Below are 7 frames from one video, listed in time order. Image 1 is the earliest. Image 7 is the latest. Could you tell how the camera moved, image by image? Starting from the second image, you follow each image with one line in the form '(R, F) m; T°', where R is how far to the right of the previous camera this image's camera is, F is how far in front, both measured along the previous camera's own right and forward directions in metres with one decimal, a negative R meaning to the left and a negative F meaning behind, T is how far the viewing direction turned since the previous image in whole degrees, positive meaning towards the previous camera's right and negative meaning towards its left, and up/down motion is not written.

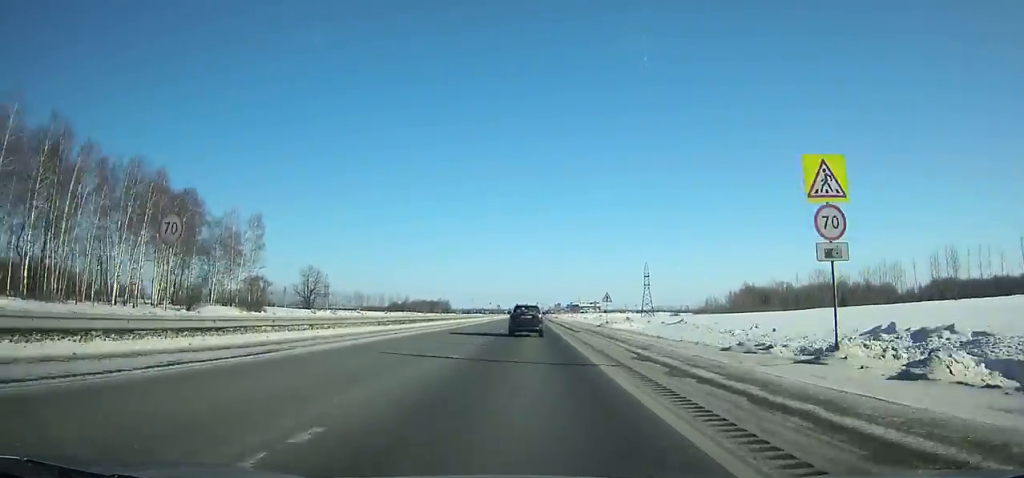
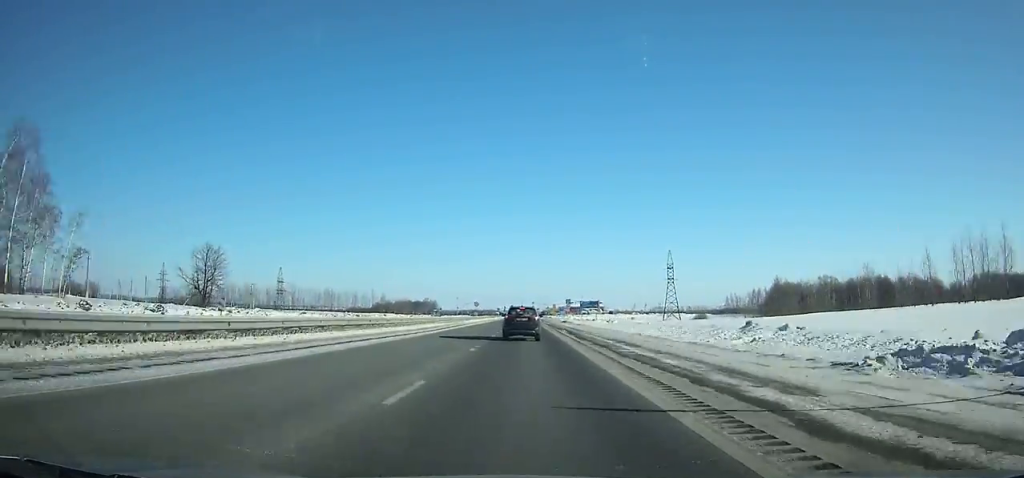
(-0.2, +52.8) m; 0°
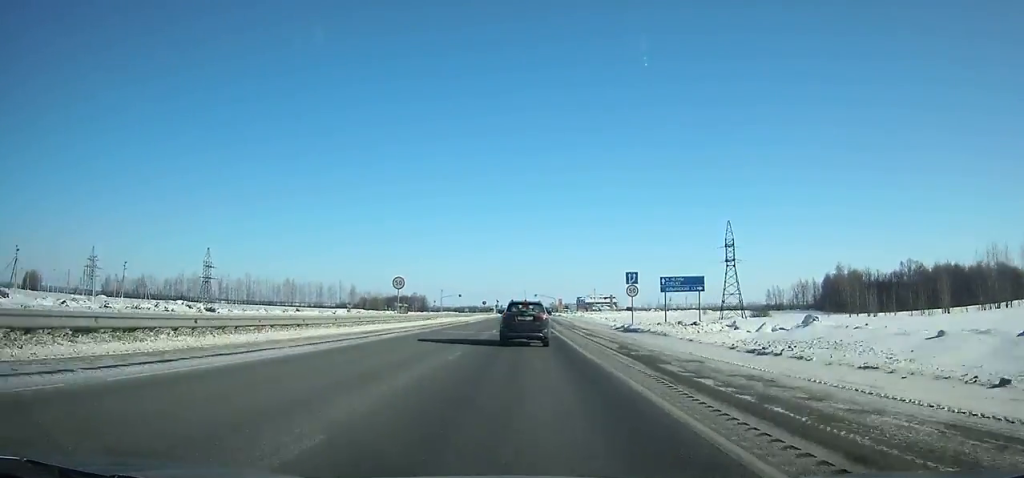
(+0.2, +60.8) m; 0°
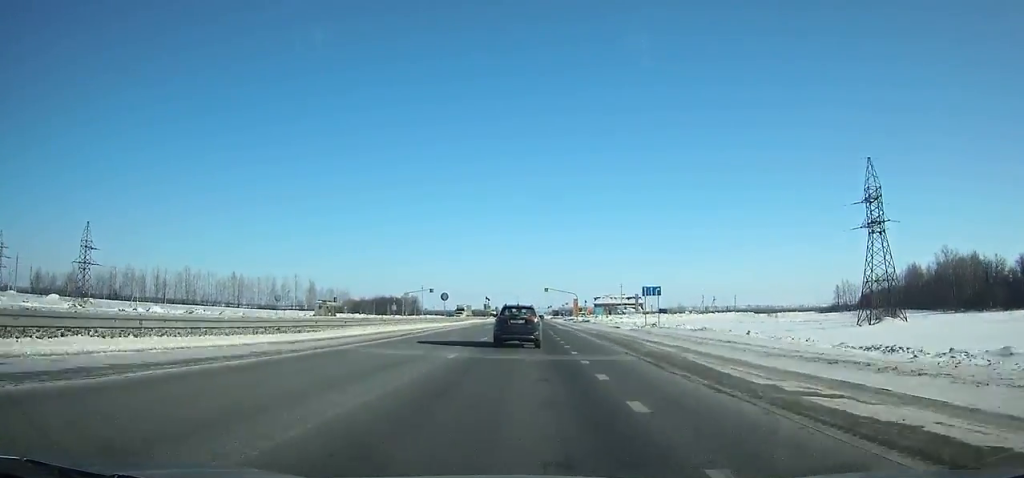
(+0.2, +72.1) m; 0°
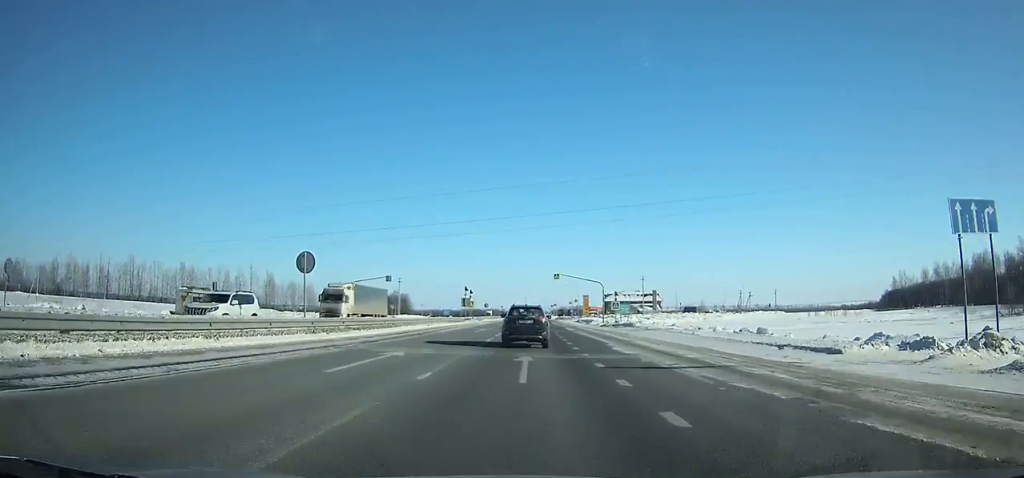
(-0.2, +41.9) m; 0°
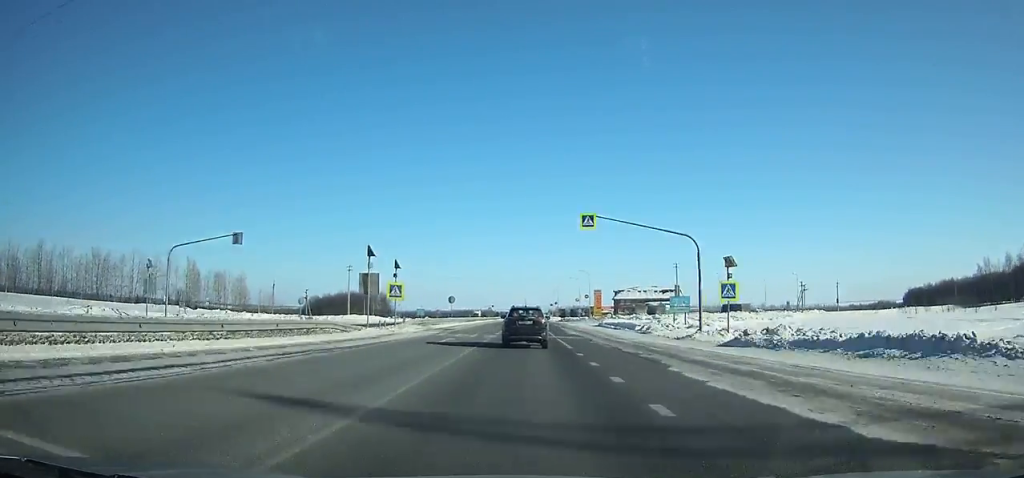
(0.0, +47.0) m; 0°
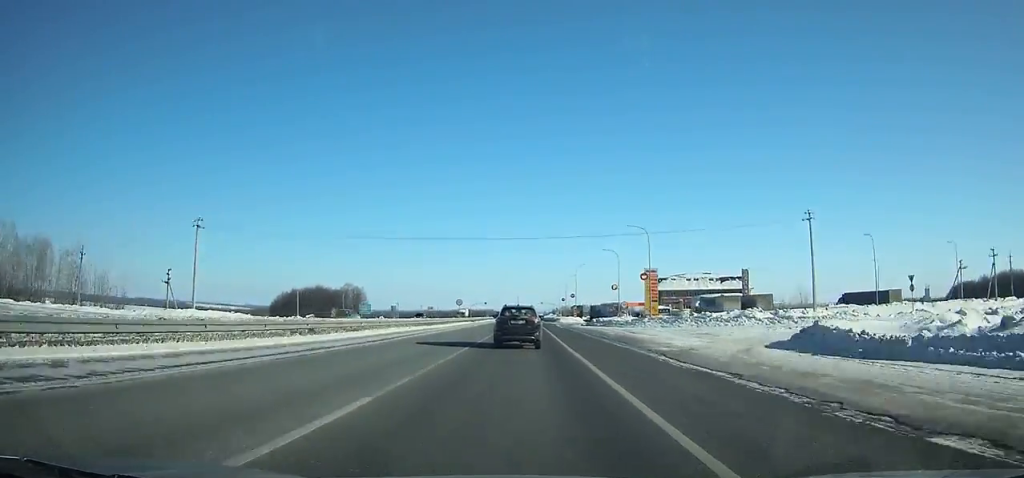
(+0.4, +64.3) m; 0°
